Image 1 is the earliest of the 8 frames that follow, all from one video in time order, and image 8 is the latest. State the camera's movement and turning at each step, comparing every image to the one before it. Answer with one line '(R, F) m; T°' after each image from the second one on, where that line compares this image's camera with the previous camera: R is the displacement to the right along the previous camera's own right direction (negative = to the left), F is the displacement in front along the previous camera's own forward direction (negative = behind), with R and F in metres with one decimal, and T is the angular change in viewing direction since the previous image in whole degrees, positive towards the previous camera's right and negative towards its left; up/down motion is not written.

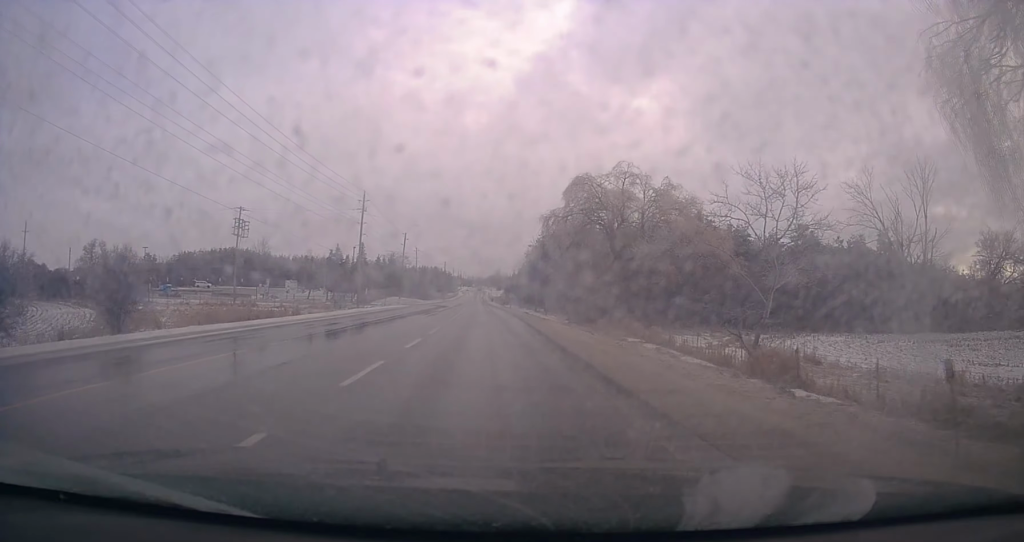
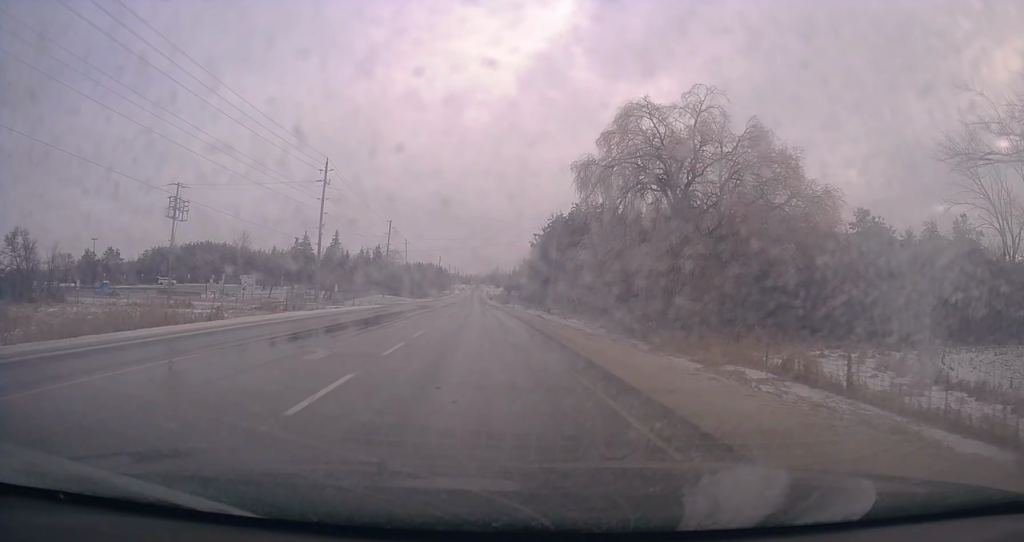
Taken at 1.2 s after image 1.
(+0.3, +19.6) m; -1°
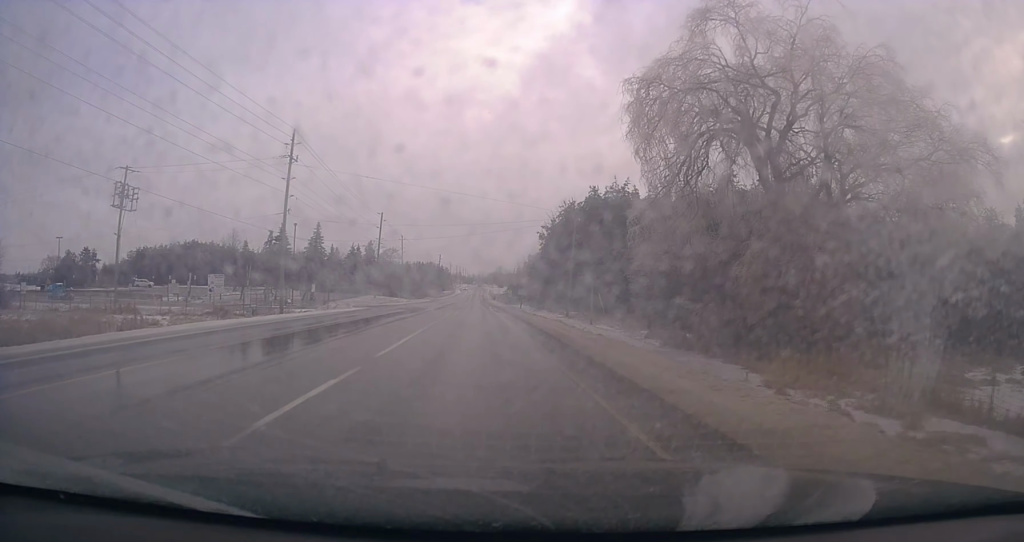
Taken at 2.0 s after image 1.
(-0.5, +12.4) m; -1°
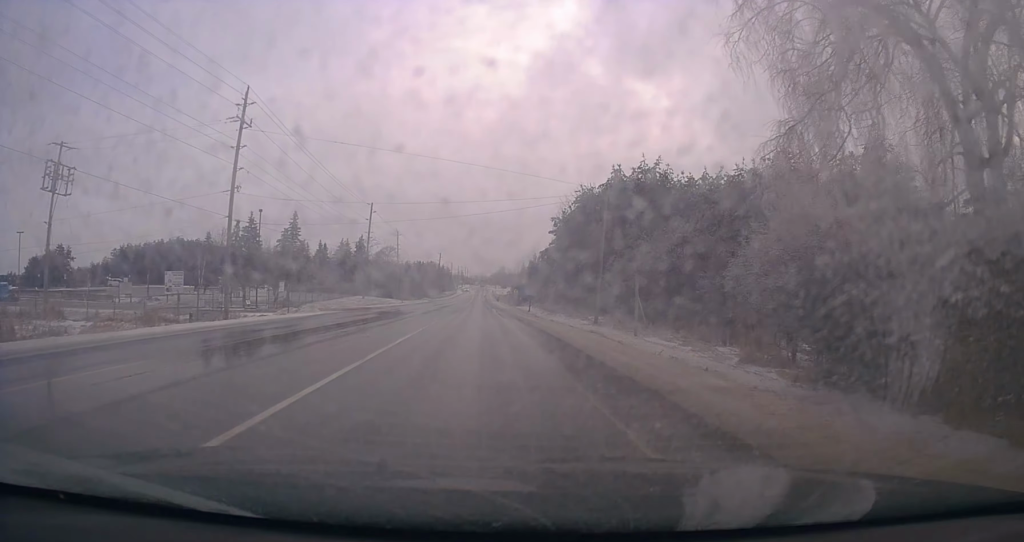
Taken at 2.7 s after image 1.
(+0.4, +12.5) m; +2°
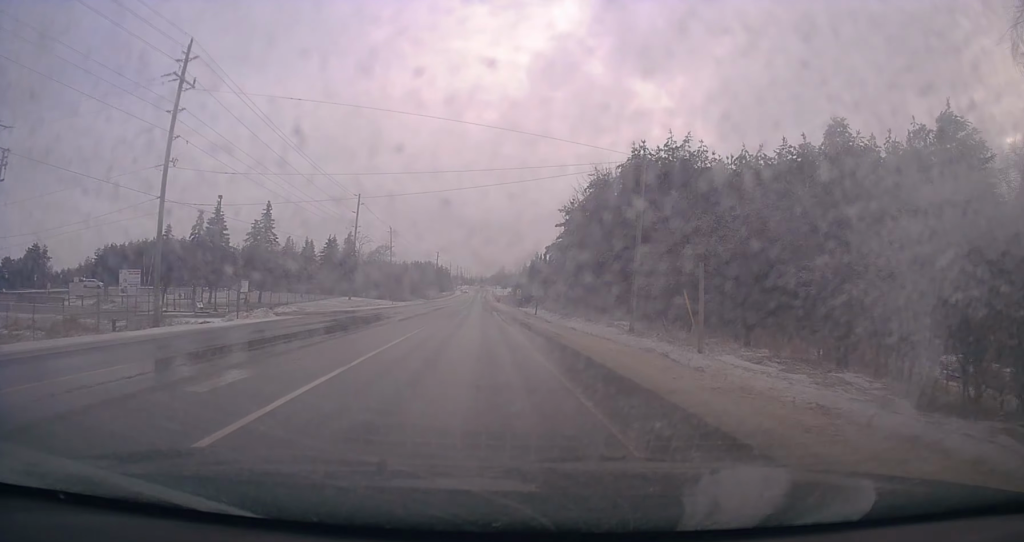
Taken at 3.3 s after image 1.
(0.0, +9.8) m; 0°
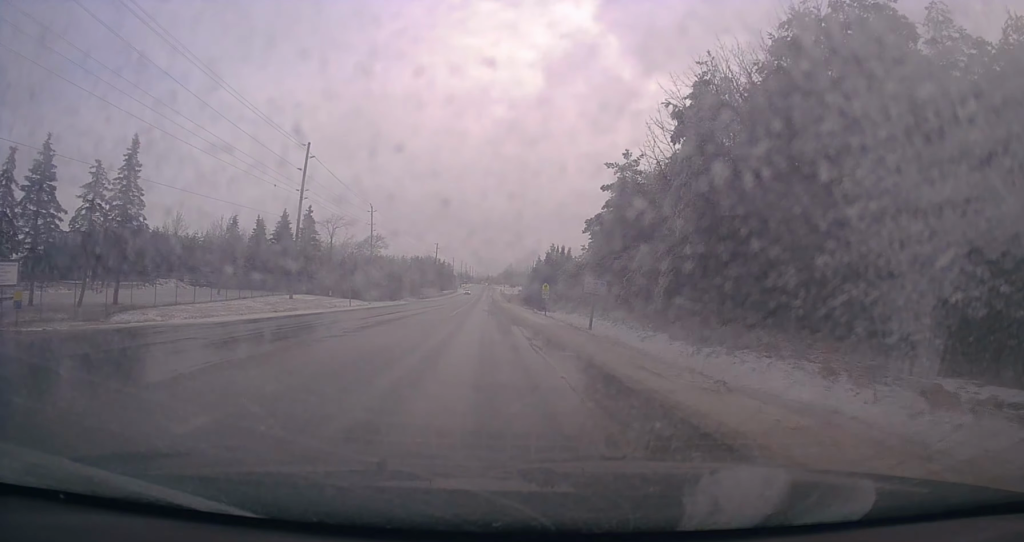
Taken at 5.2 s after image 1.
(-0.3, +29.5) m; -1°
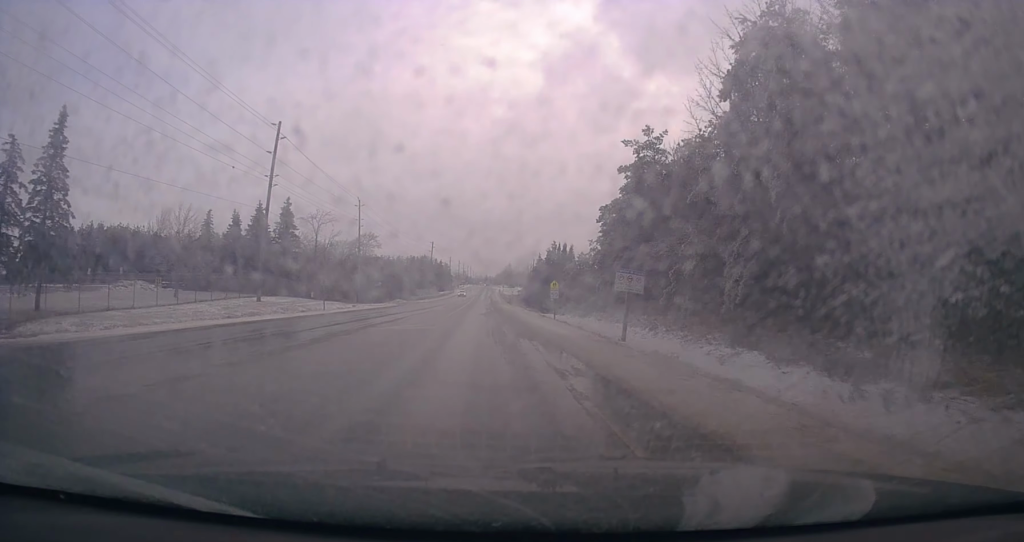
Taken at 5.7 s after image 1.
(0.0, +8.0) m; 0°
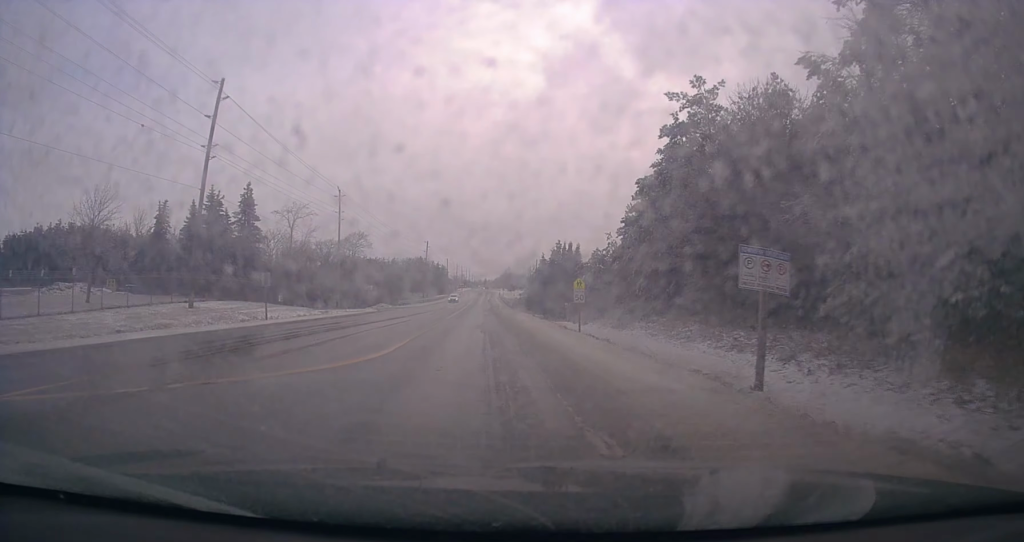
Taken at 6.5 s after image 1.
(0.0, +12.8) m; 0°
